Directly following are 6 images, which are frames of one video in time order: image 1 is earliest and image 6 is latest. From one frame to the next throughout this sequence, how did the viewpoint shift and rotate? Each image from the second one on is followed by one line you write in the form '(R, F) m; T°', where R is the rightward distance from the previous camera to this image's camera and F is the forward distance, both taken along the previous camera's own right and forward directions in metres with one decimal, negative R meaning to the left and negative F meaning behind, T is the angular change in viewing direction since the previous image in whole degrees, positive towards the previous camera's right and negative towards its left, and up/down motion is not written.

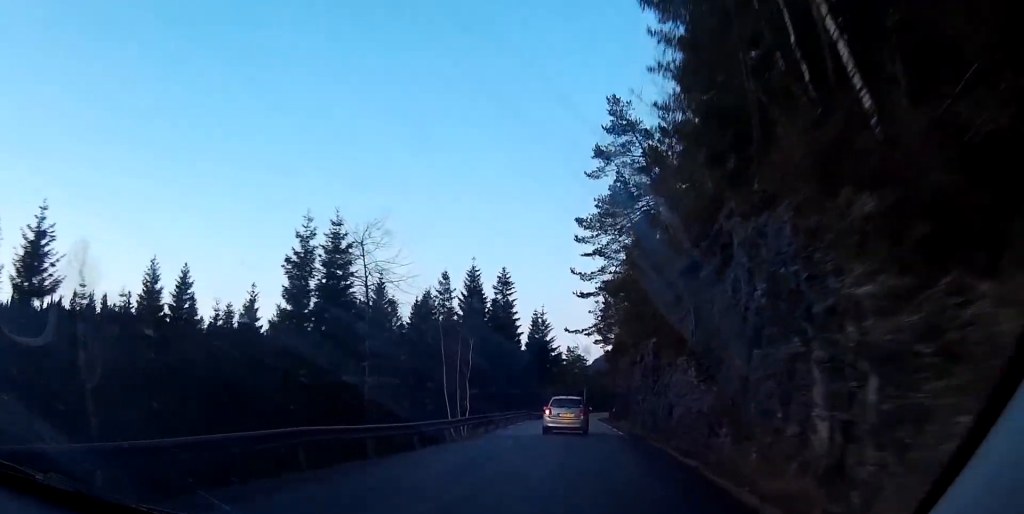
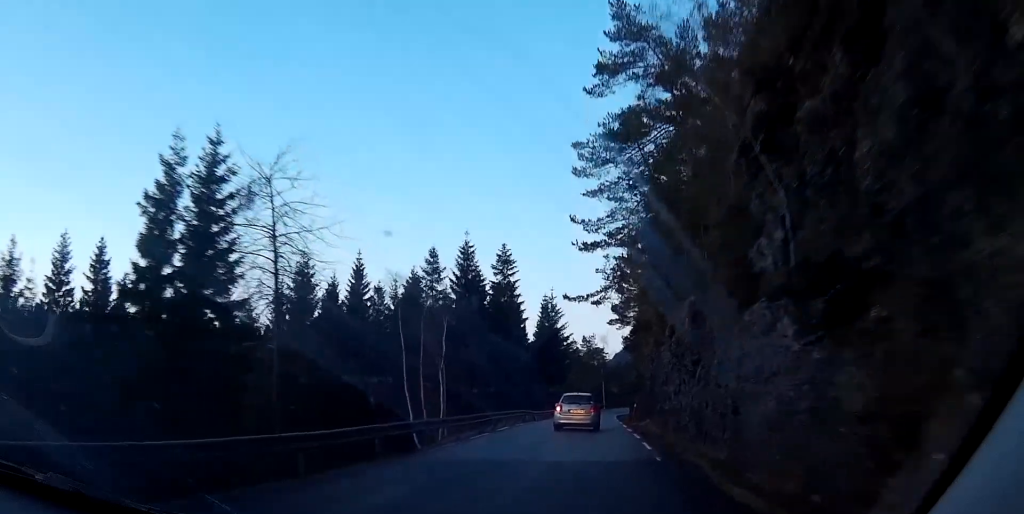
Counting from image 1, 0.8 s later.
(-0.3, +12.7) m; -1°
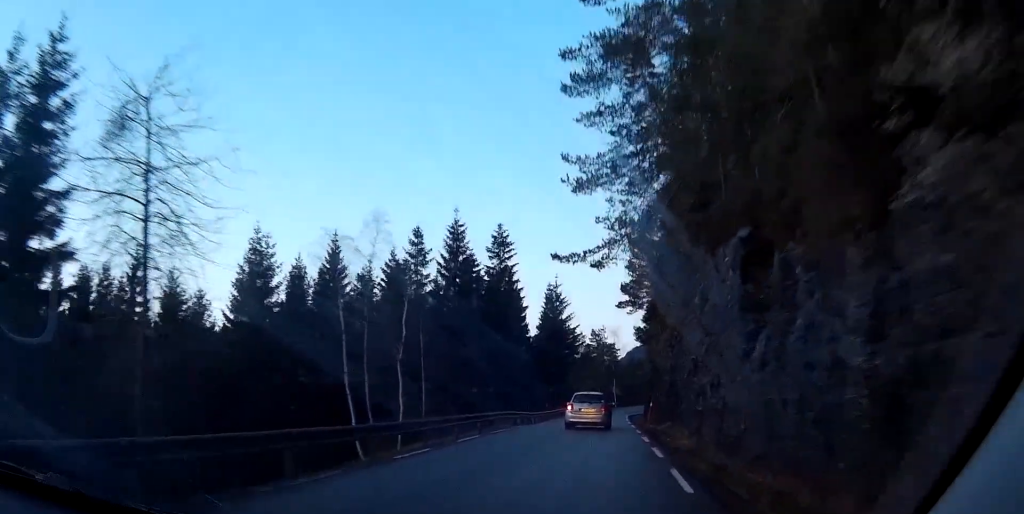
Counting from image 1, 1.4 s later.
(-0.1, +9.0) m; 0°
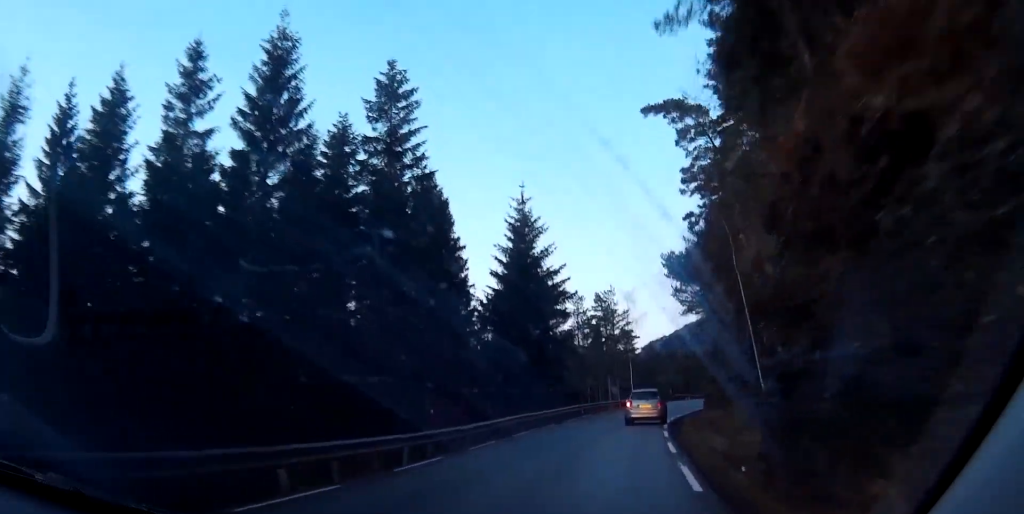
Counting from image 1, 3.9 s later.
(-0.3, +36.9) m; -2°
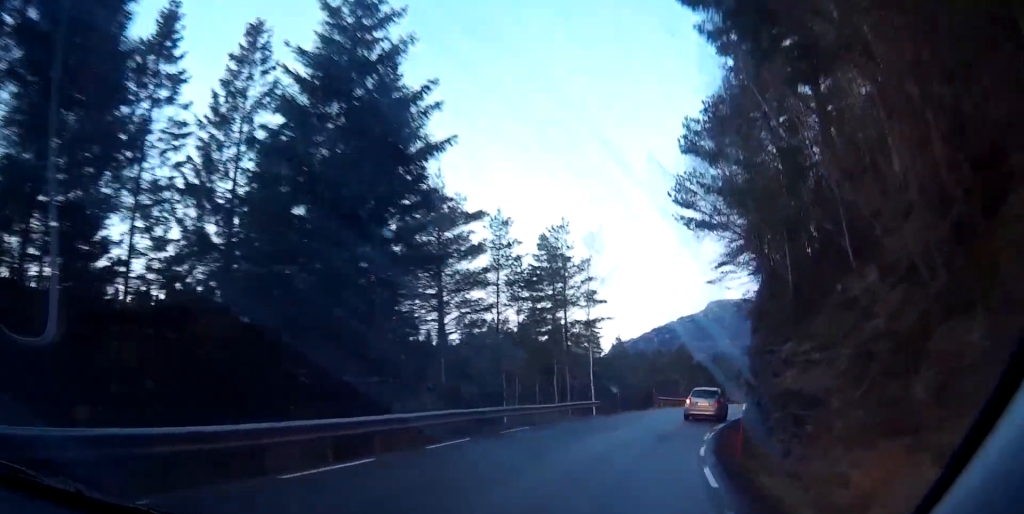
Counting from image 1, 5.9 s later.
(+0.7, +30.3) m; +7°
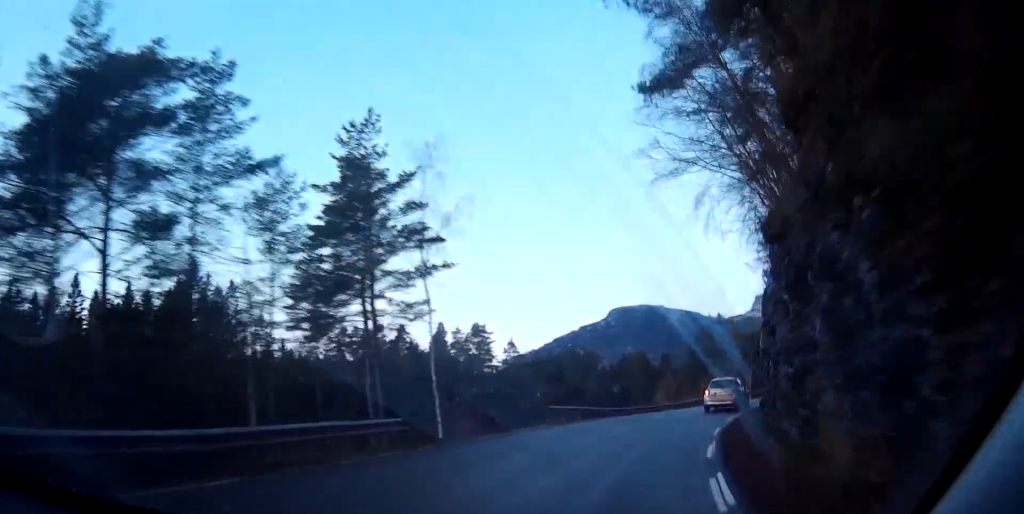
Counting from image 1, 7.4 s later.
(+2.5, +21.4) m; +10°
